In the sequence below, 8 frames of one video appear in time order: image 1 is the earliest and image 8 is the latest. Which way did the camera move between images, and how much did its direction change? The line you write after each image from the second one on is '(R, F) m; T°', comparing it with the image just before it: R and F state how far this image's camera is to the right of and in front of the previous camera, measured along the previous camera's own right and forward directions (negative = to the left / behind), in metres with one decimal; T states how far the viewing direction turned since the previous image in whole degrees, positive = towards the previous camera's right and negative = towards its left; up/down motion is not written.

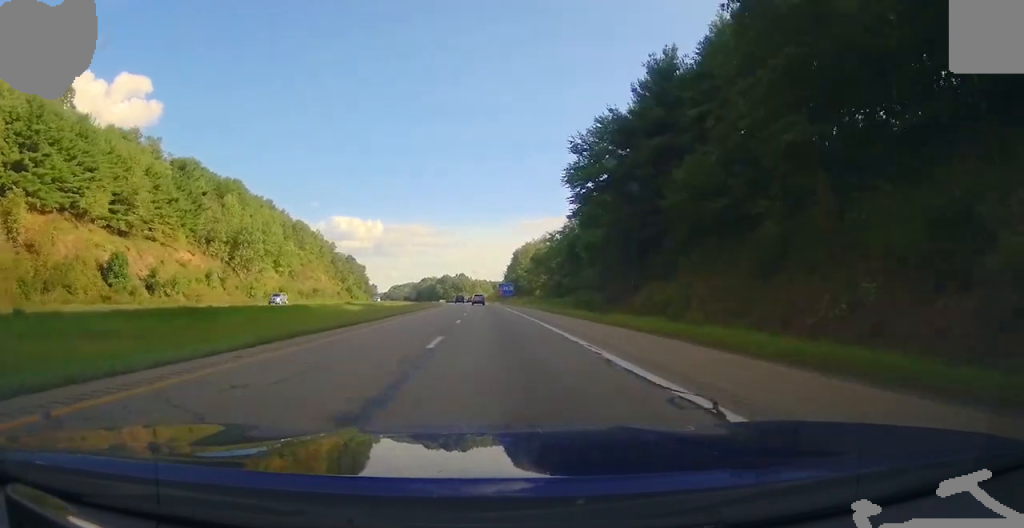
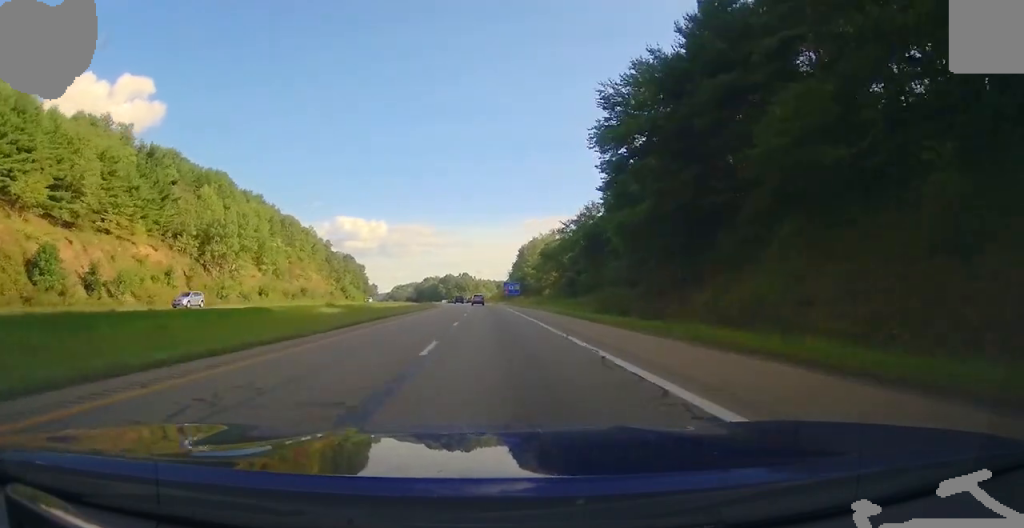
(+0.3, +13.8) m; -1°
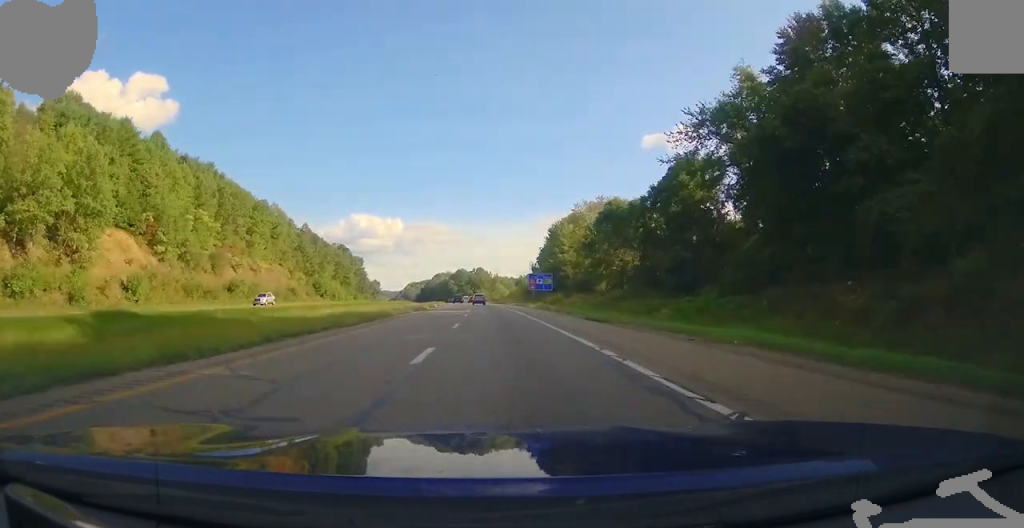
(-1.7, +50.7) m; -2°
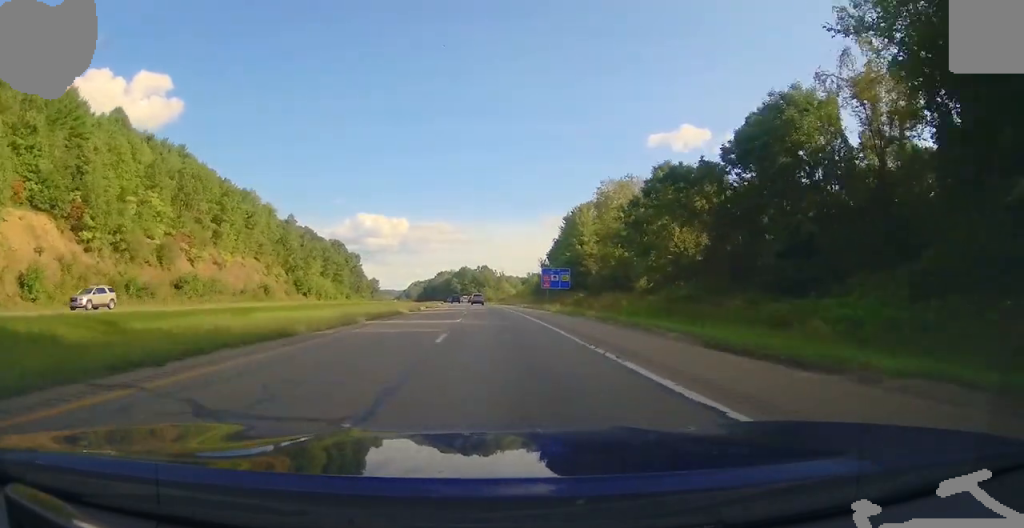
(0.0, +19.7) m; 0°
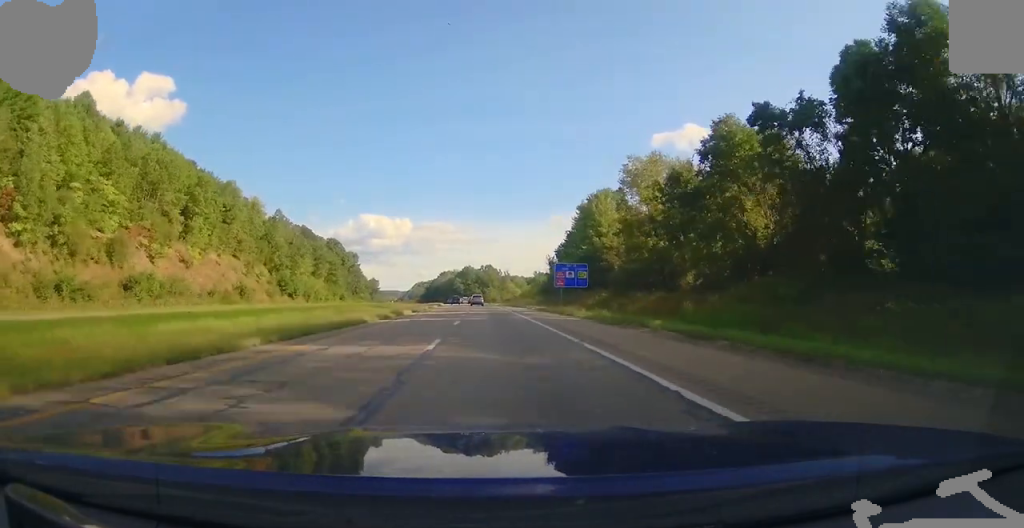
(0.0, +13.9) m; 0°
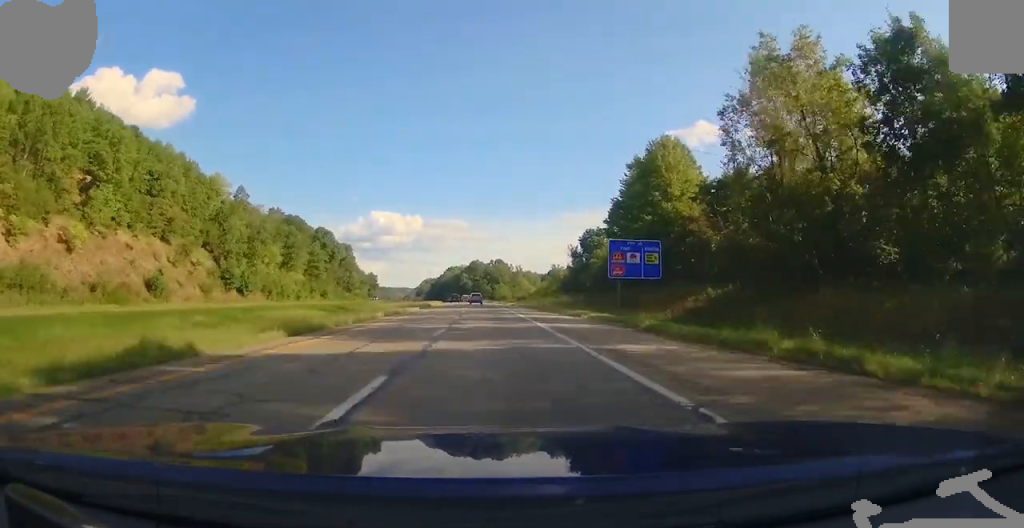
(0.0, +32.5) m; 0°
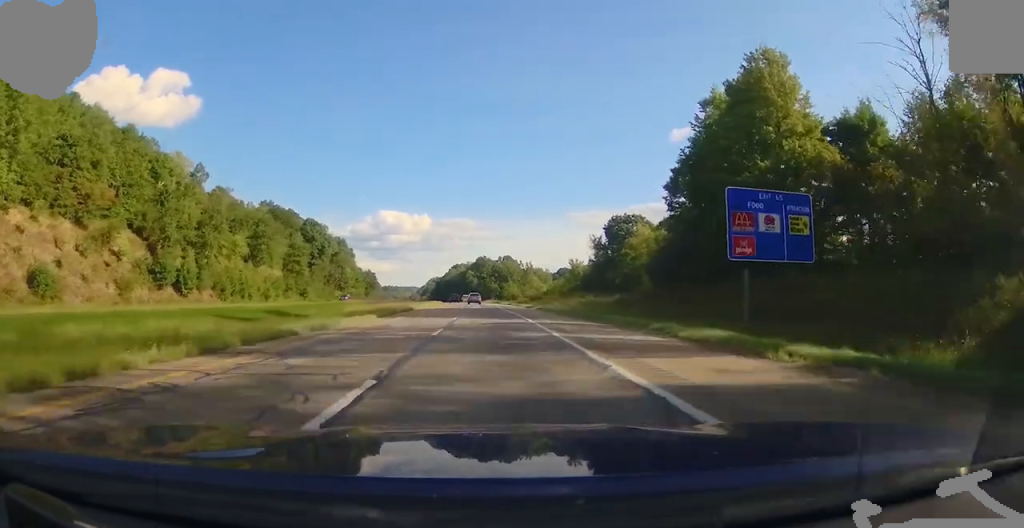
(0.0, +24.5) m; 0°
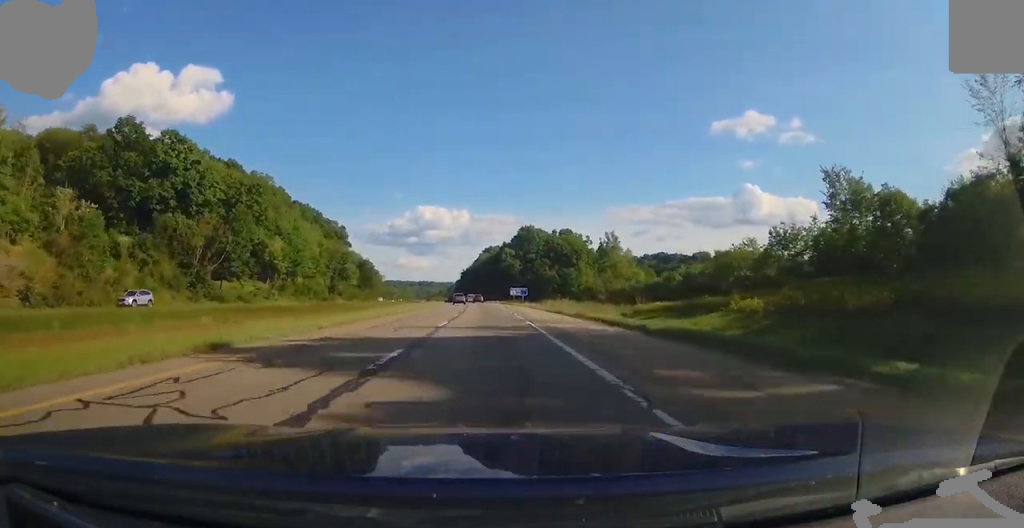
(-6.8, +117.2) m; -5°
